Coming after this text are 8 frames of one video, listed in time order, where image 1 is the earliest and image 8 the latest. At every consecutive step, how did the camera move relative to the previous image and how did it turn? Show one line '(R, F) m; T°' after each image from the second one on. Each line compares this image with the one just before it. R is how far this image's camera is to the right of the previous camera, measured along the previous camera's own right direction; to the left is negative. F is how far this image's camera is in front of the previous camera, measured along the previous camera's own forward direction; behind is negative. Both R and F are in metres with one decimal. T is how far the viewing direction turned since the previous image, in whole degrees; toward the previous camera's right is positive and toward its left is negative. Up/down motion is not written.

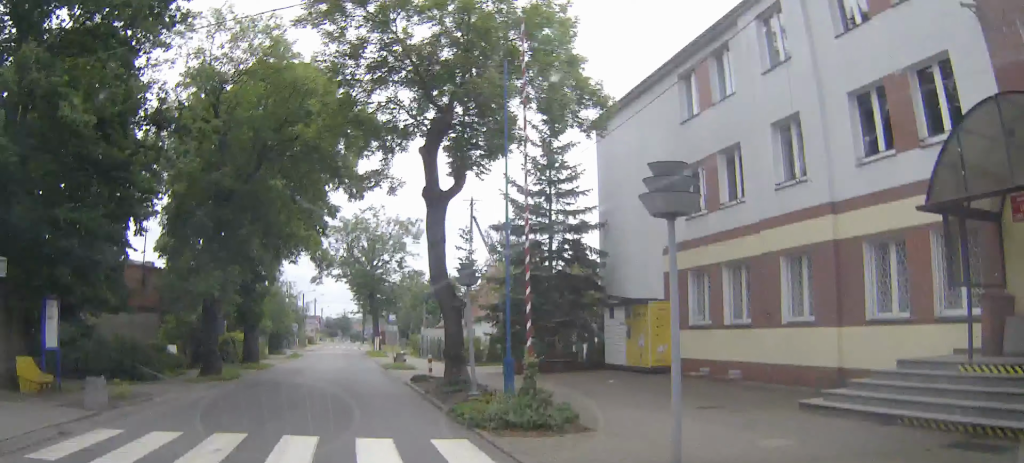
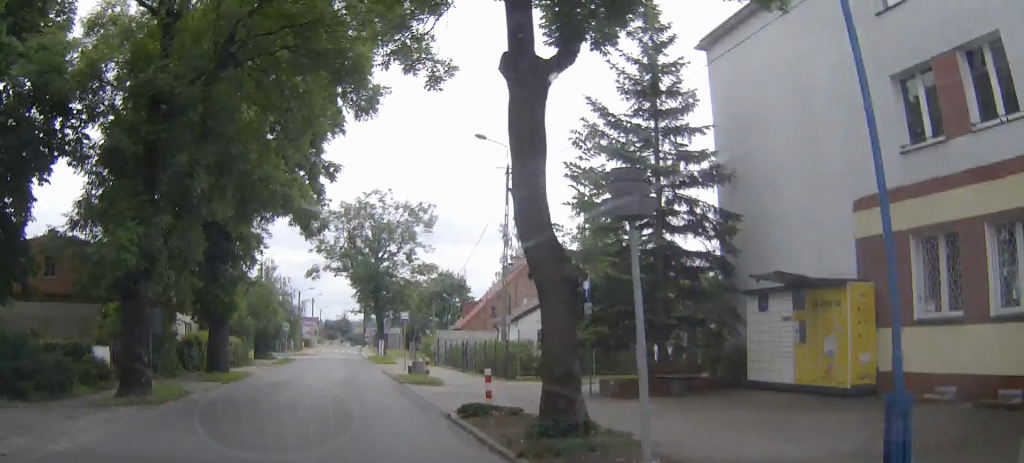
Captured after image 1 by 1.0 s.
(+0.1, +8.5) m; +3°
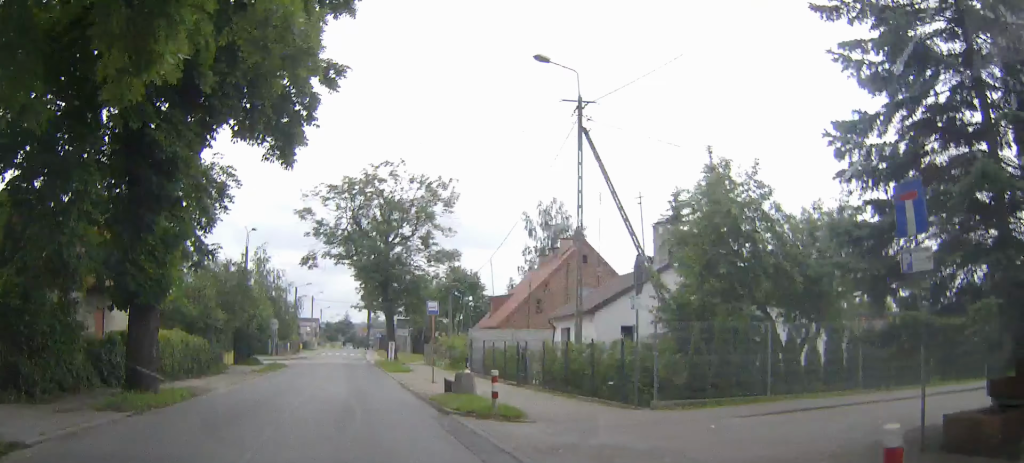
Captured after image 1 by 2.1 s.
(+0.6, +10.3) m; +4°
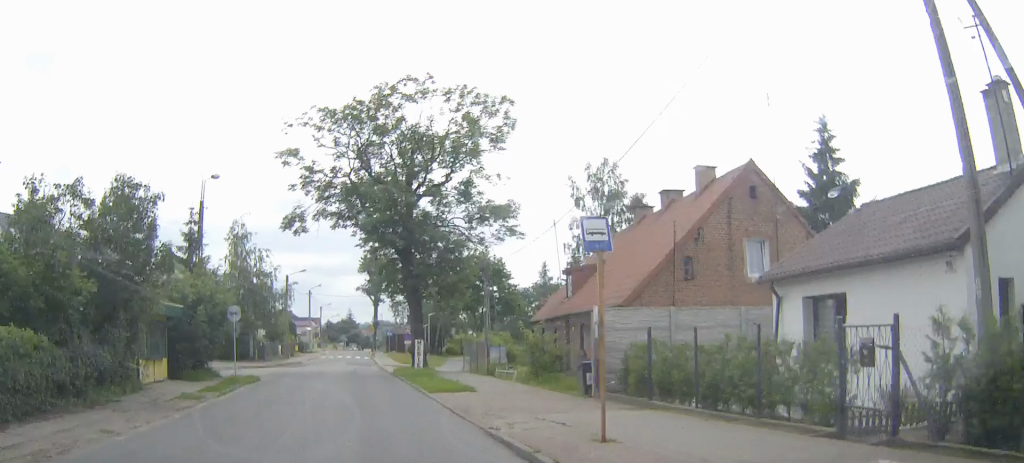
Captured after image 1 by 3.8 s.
(-1.0, +16.4) m; -8°
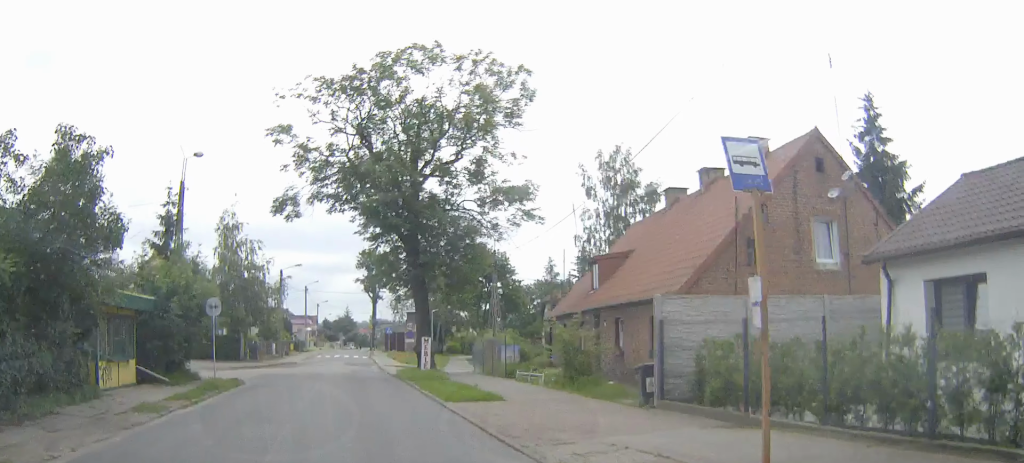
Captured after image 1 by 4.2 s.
(0.0, +3.8) m; 0°
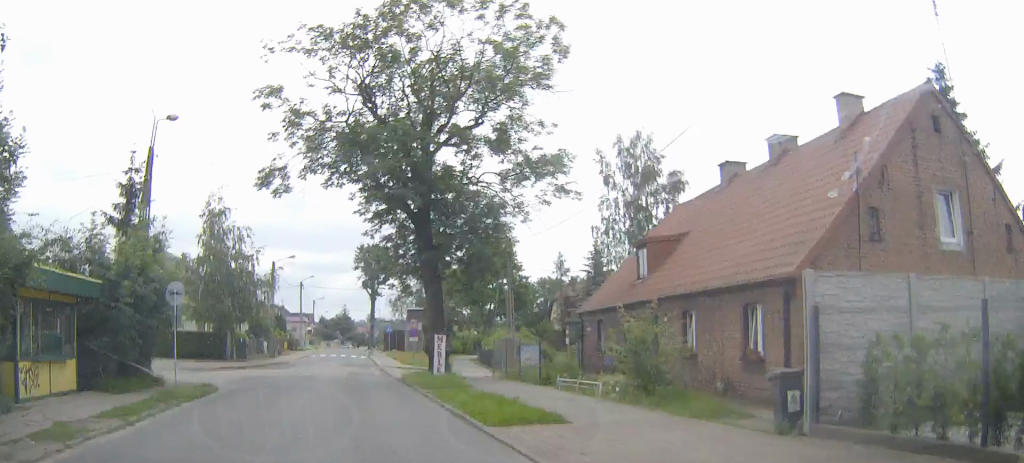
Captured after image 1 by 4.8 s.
(0.0, +5.3) m; 0°
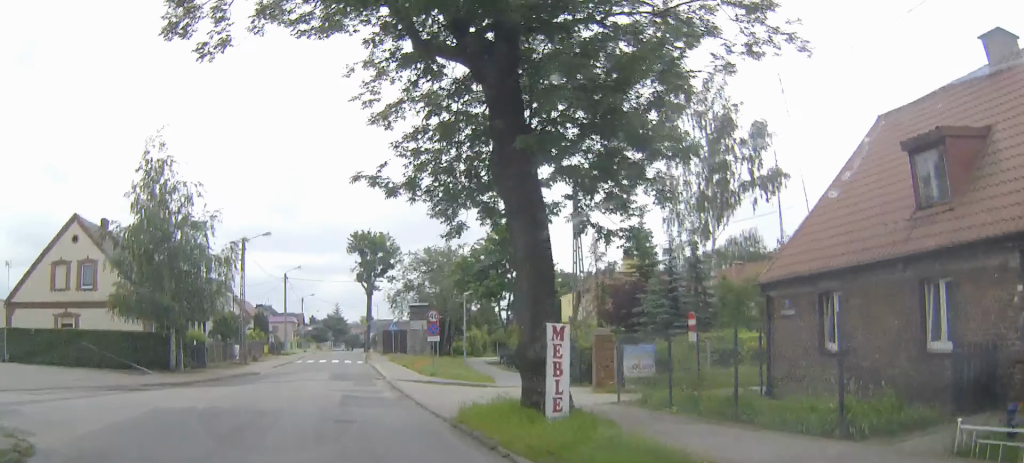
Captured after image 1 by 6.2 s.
(+0.1, +14.0) m; +1°
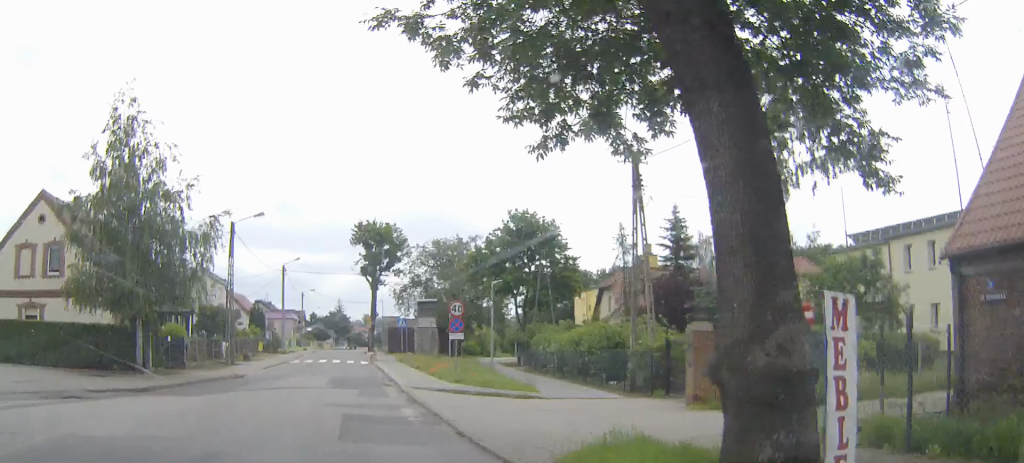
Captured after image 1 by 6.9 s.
(0.0, +6.5) m; 0°
